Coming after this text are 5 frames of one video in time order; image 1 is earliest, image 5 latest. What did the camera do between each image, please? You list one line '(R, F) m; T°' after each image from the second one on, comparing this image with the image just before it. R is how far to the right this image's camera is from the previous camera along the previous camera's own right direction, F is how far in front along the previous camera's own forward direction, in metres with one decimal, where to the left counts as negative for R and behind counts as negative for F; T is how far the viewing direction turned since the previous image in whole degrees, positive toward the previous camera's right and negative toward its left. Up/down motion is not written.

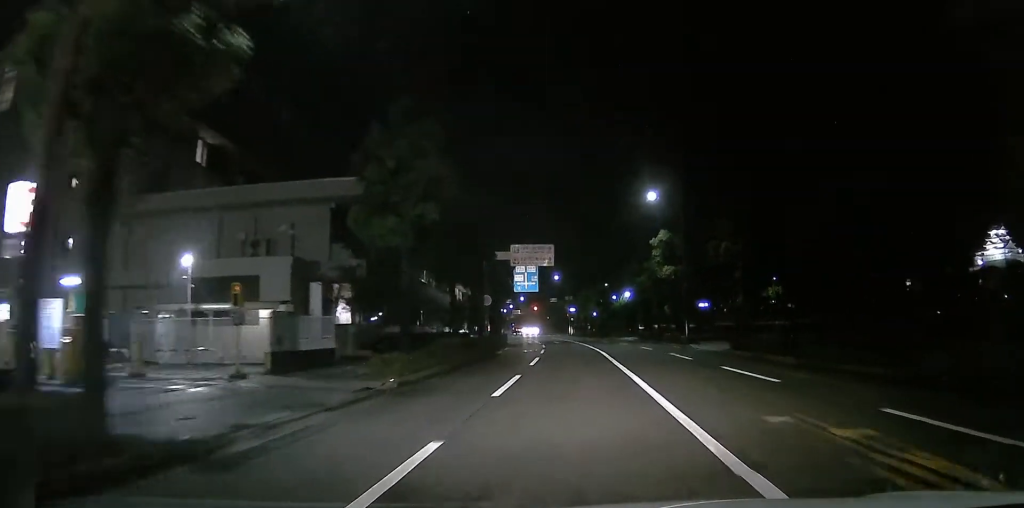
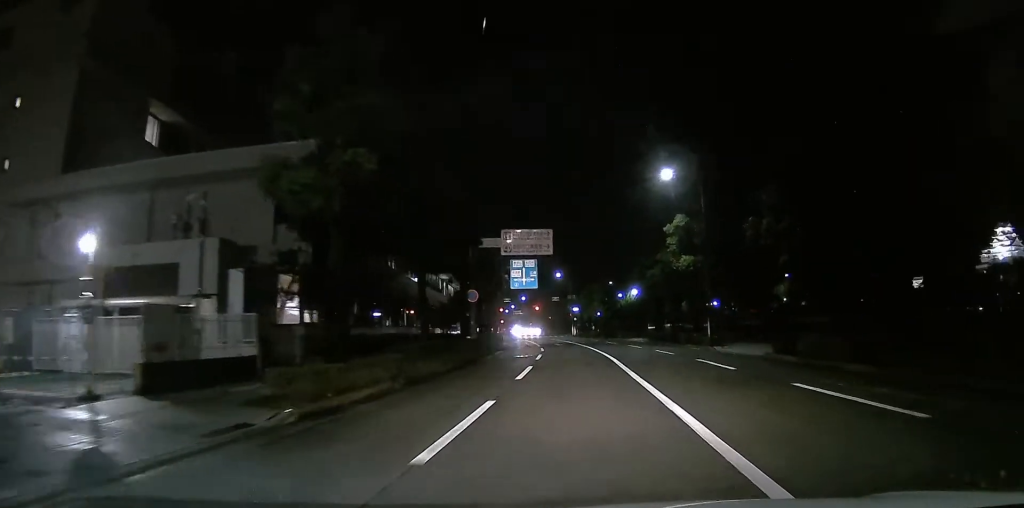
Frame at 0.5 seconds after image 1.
(0.0, +6.1) m; 0°
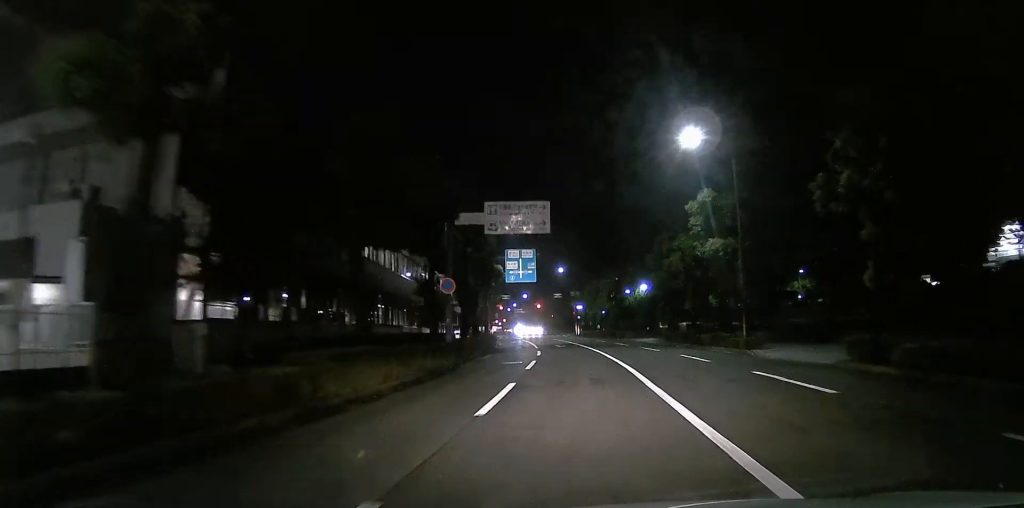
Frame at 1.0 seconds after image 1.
(0.0, +7.0) m; 0°
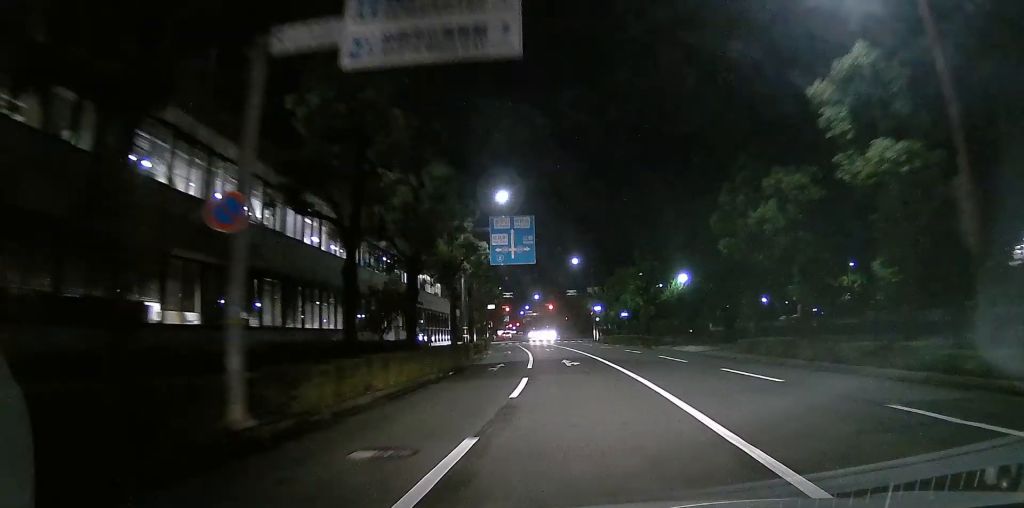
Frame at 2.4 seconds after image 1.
(0.0, +16.6) m; 0°
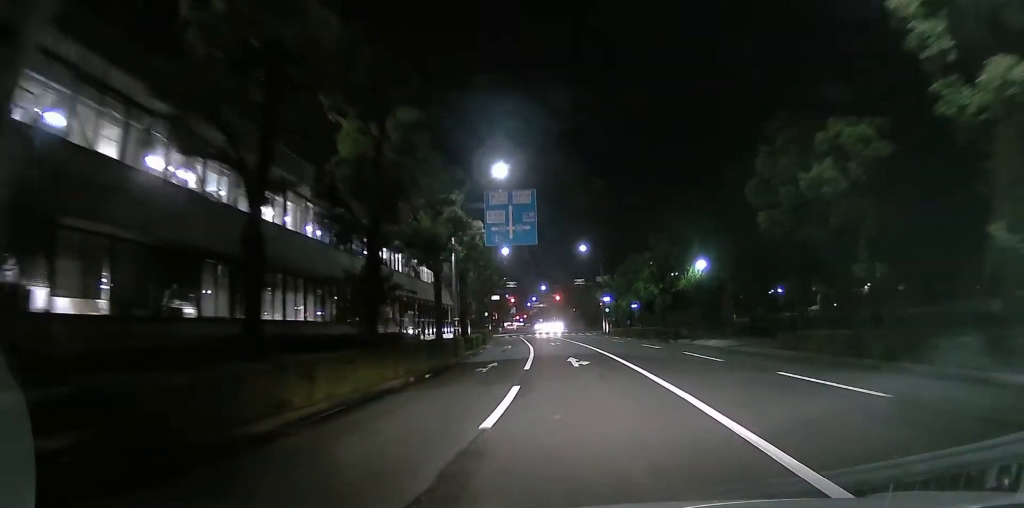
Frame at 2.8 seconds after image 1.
(0.0, +4.5) m; 0°
